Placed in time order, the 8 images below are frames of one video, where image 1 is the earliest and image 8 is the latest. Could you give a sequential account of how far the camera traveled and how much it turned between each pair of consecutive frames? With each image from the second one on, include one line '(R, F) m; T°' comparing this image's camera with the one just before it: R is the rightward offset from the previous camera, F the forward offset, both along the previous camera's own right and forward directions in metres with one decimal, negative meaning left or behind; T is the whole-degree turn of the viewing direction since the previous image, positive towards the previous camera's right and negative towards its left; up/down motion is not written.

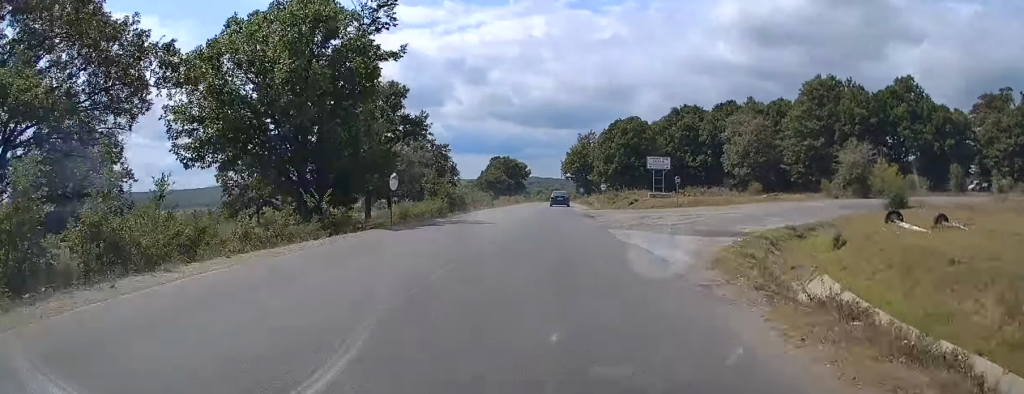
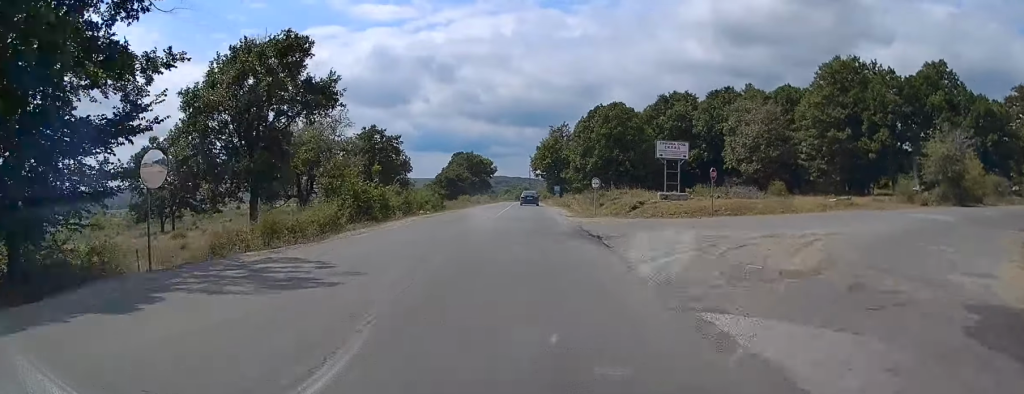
(0.0, +18.3) m; 0°
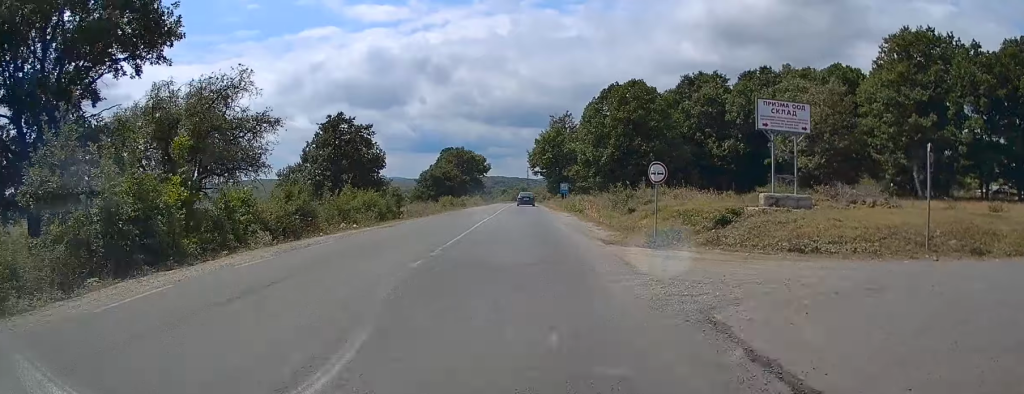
(0.0, +18.9) m; +1°
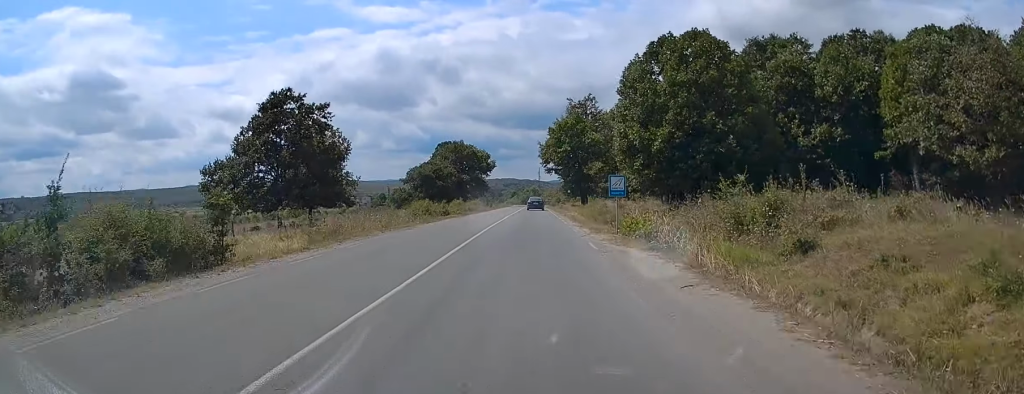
(+1.8, +25.5) m; +8°
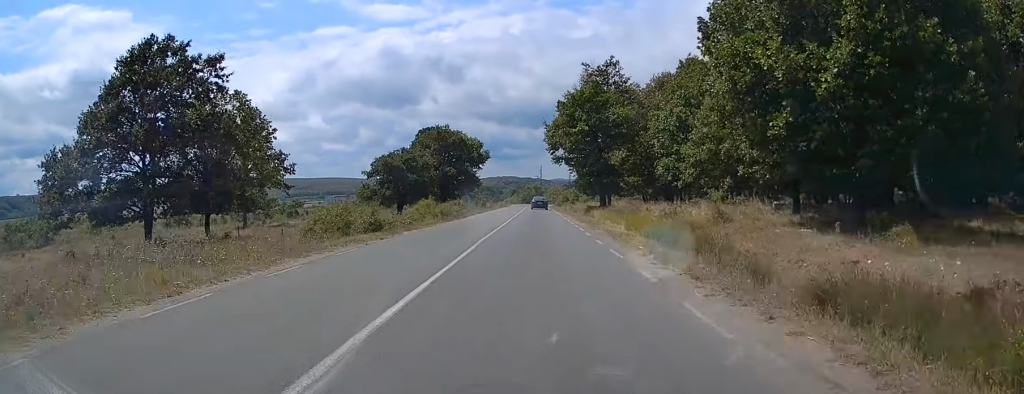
(+0.6, +26.6) m; +2°
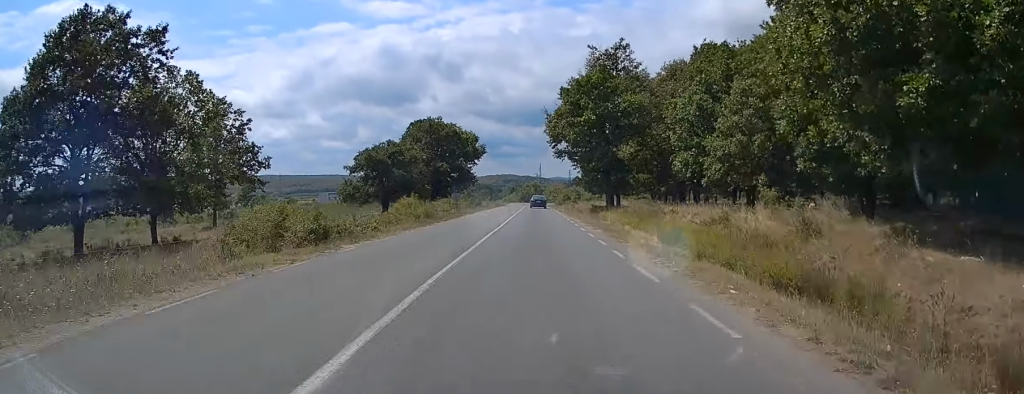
(+0.2, +8.1) m; 0°
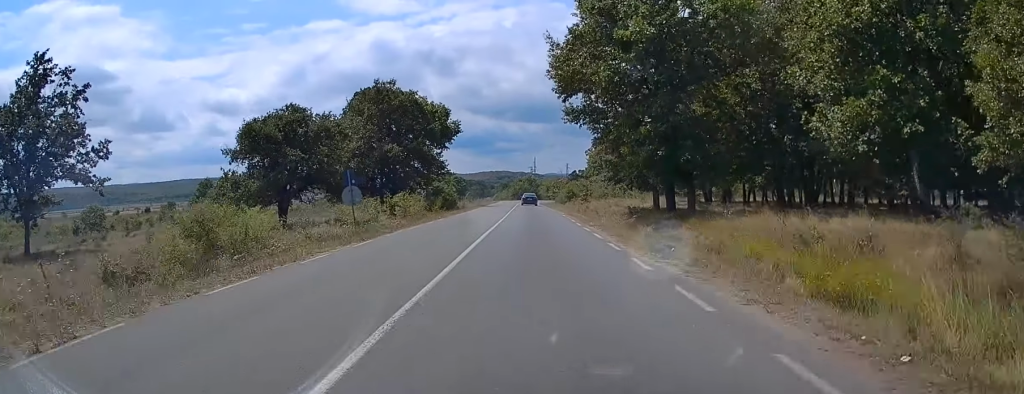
(+0.1, +31.1) m; 0°
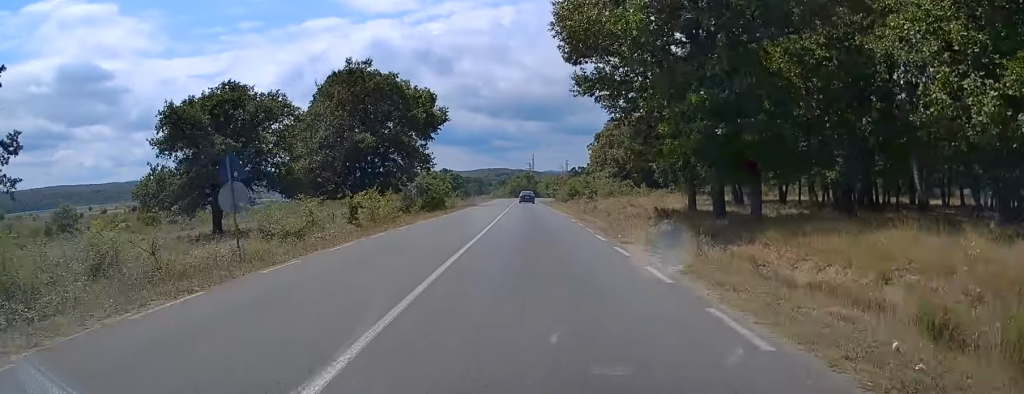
(0.0, +10.4) m; 0°
